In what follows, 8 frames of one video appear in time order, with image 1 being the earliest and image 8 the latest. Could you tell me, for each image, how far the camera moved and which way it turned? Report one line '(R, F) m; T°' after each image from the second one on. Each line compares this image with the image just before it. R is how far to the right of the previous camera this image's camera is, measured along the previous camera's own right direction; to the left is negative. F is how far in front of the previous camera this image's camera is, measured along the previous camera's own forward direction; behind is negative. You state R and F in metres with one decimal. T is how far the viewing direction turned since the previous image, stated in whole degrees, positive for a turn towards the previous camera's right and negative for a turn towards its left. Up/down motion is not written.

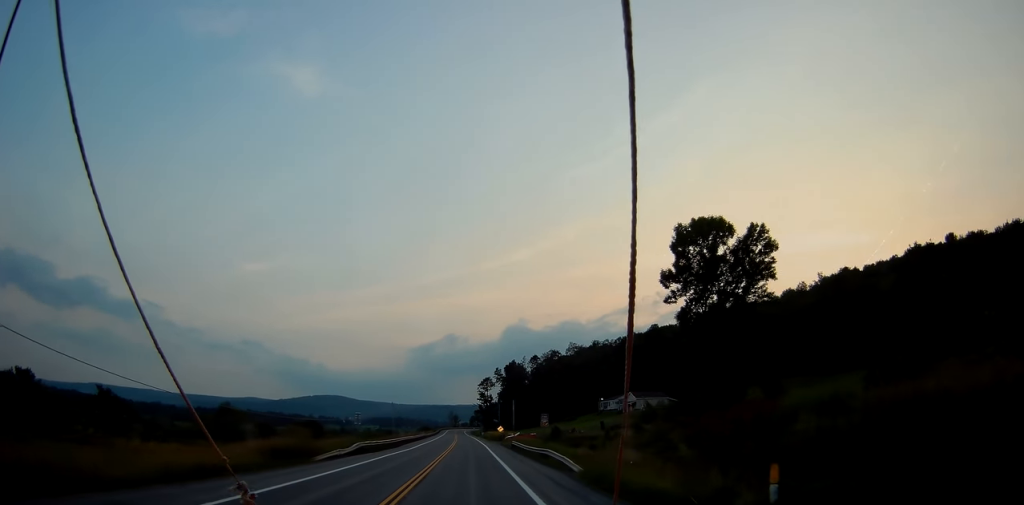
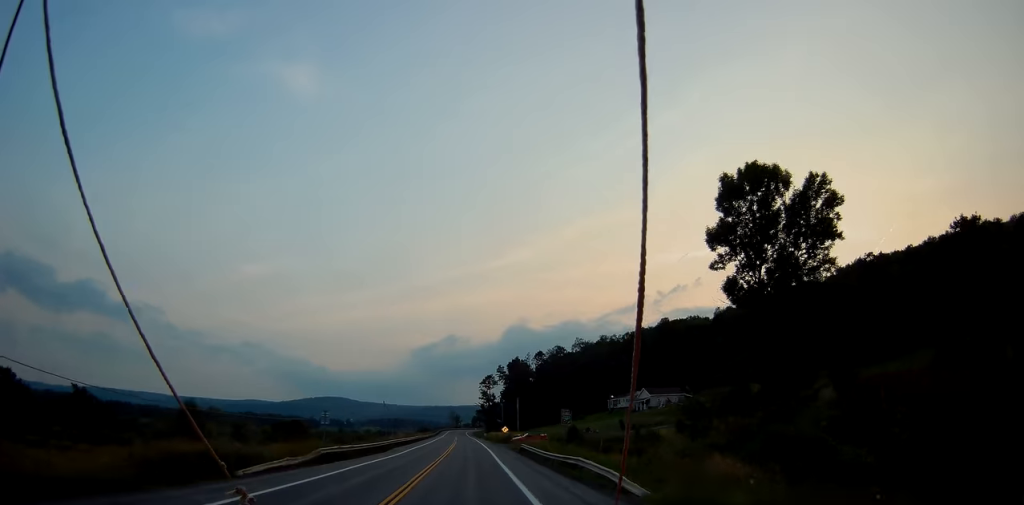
(+0.1, +10.8) m; 0°
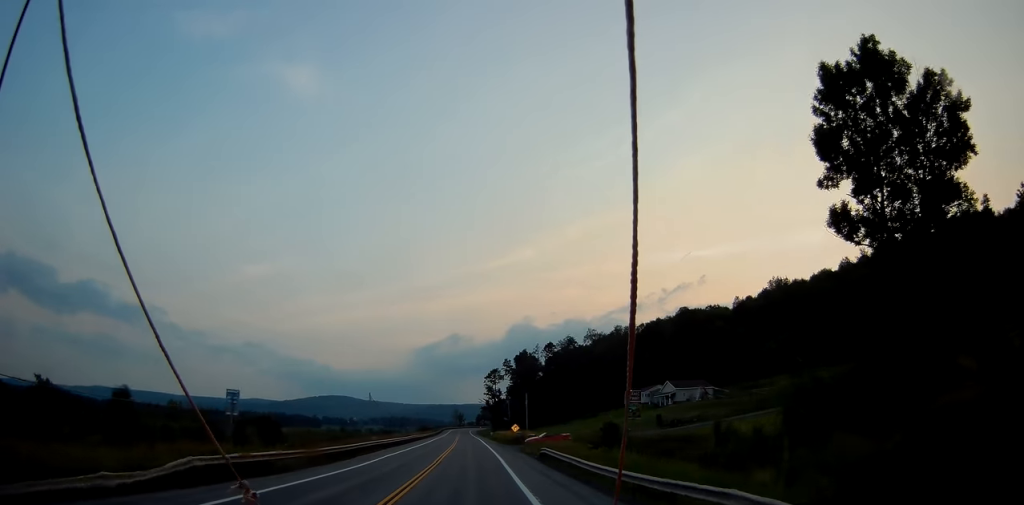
(-0.1, +14.9) m; 0°
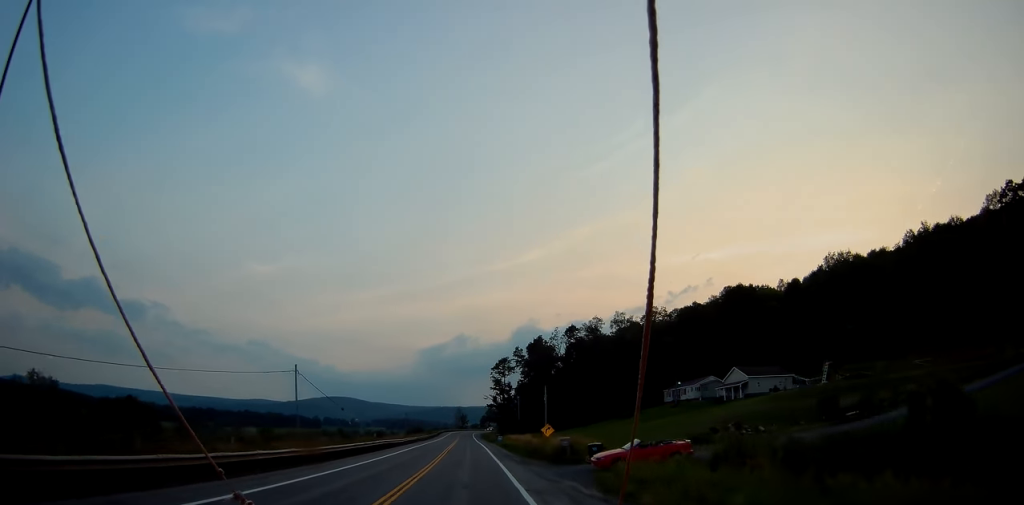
(+0.1, +32.2) m; 0°
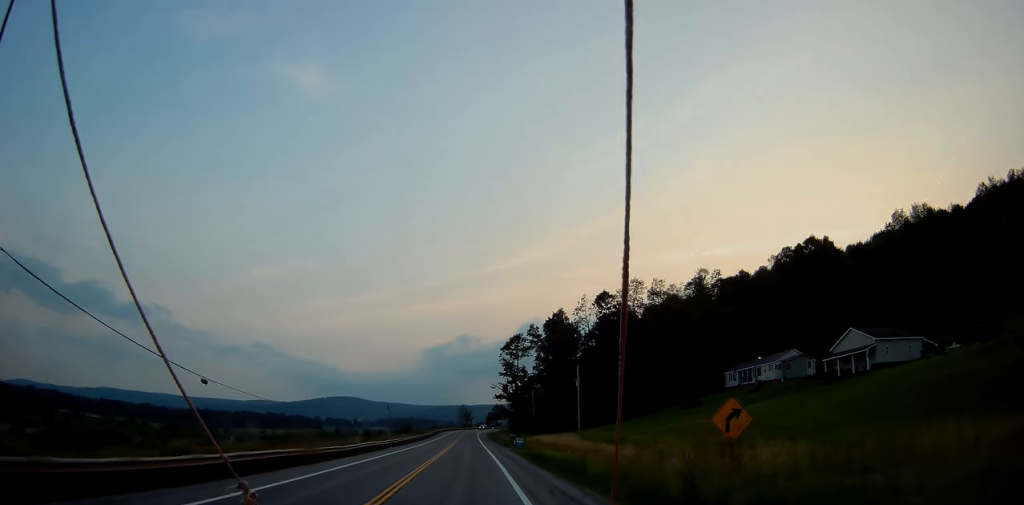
(-0.3, +32.2) m; -1°
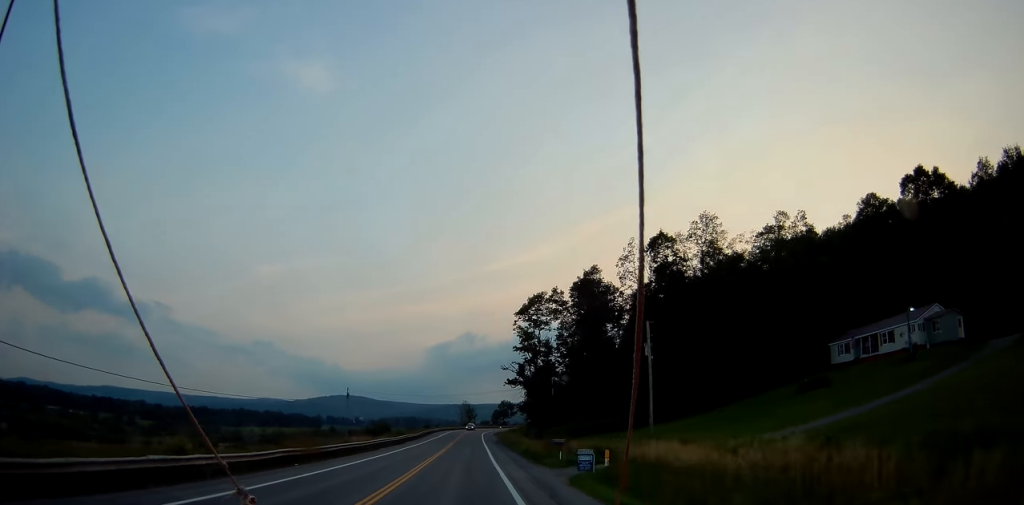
(-0.2, +32.7) m; 0°
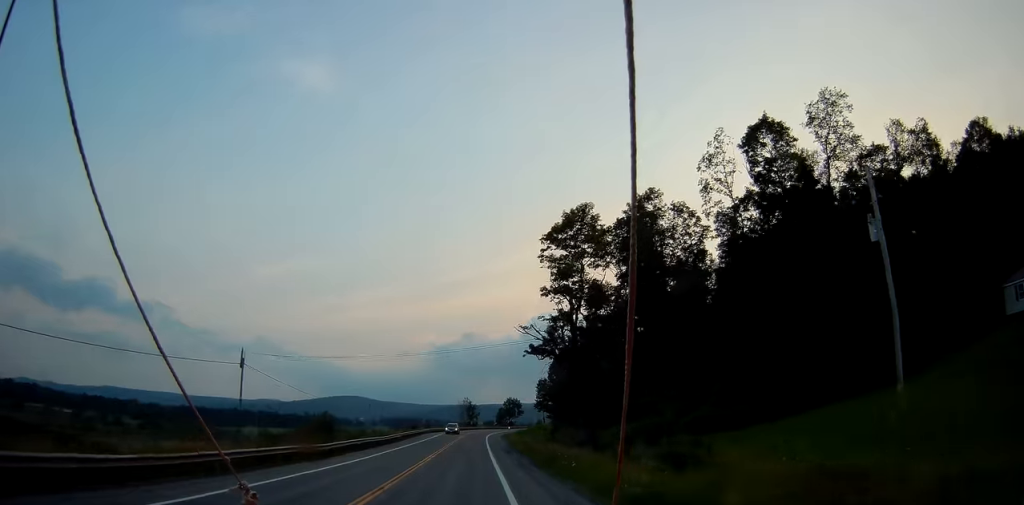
(0.0, +30.9) m; 0°
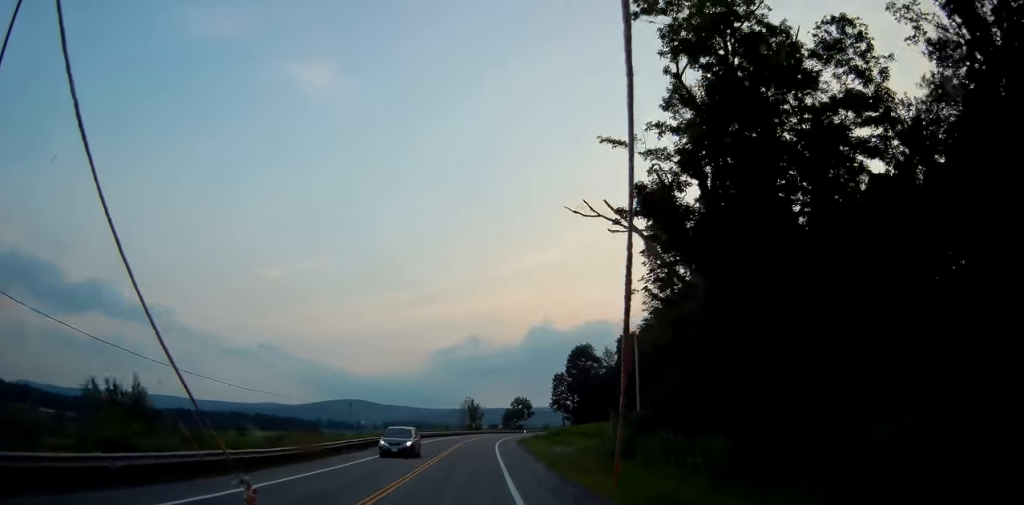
(+0.1, +30.1) m; 0°
